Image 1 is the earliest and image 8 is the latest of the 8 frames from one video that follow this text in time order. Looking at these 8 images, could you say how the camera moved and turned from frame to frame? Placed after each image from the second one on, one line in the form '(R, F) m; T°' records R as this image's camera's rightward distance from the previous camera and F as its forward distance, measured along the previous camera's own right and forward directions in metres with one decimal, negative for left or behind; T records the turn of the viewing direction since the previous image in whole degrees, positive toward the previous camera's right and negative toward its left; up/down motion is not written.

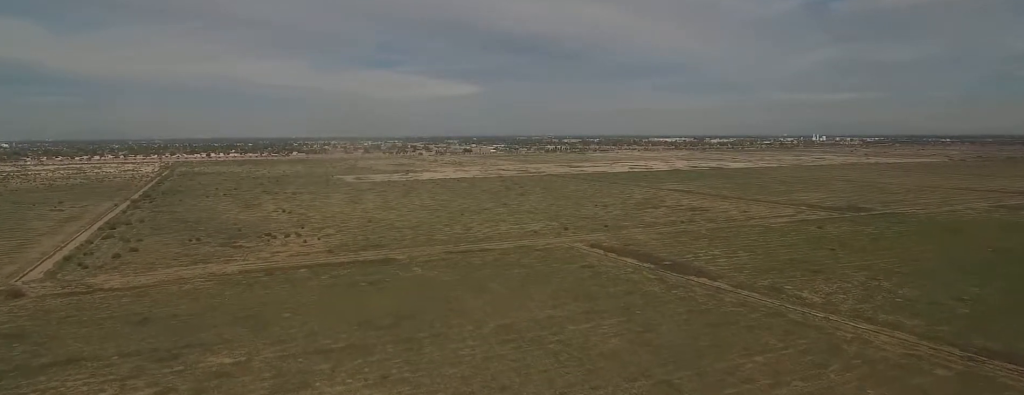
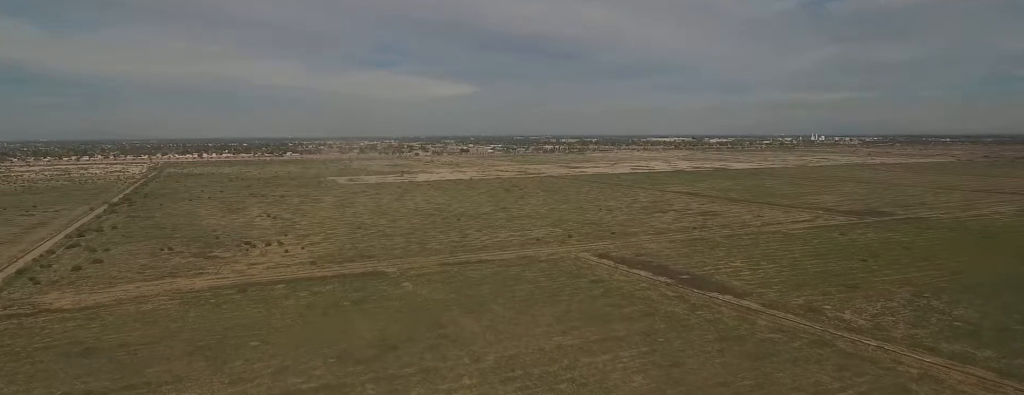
(-0.2, +23.4) m; -1°
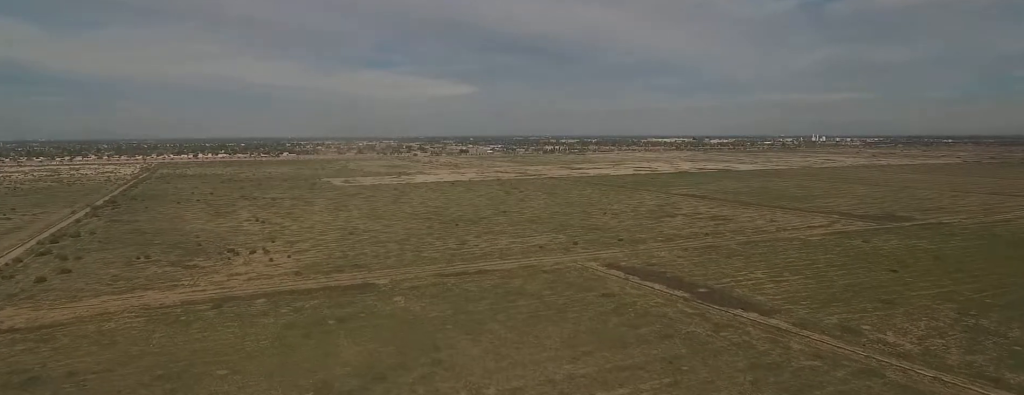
(-0.1, +17.9) m; 0°
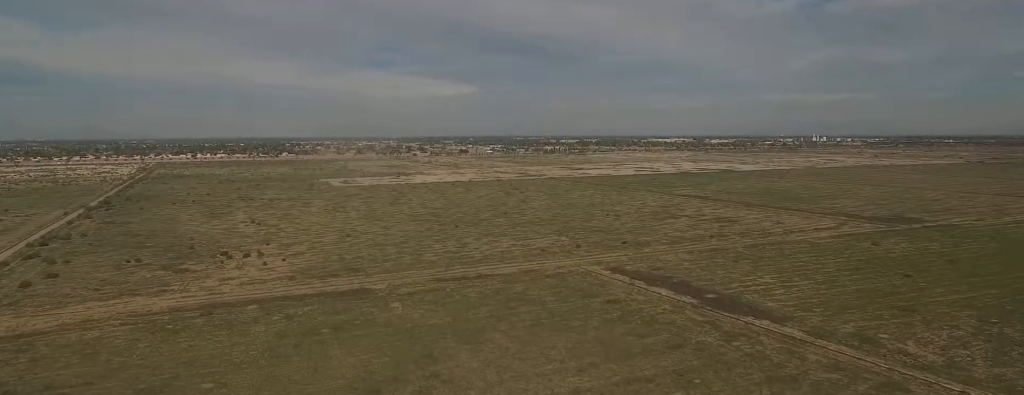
(0.0, +7.1) m; 0°
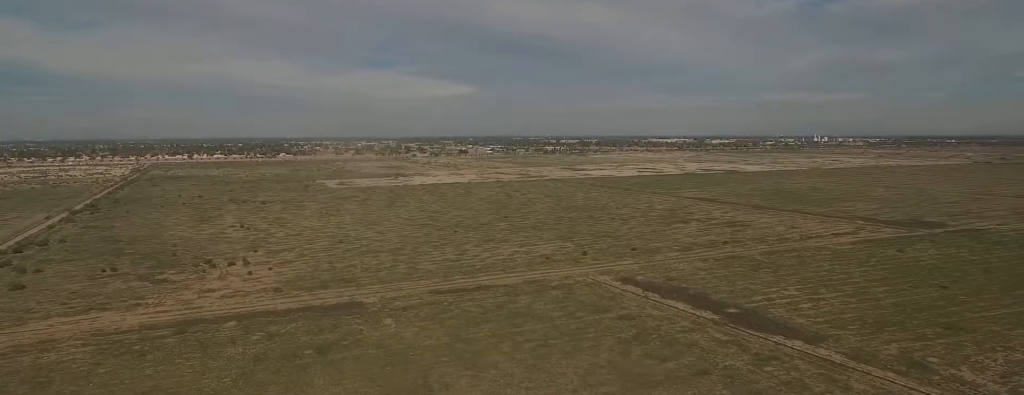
(0.0, +15.7) m; 0°
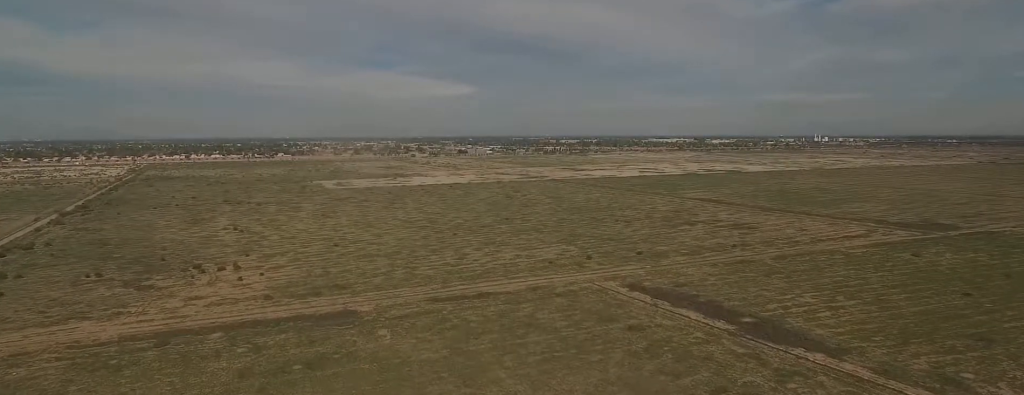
(0.0, +9.2) m; 0°
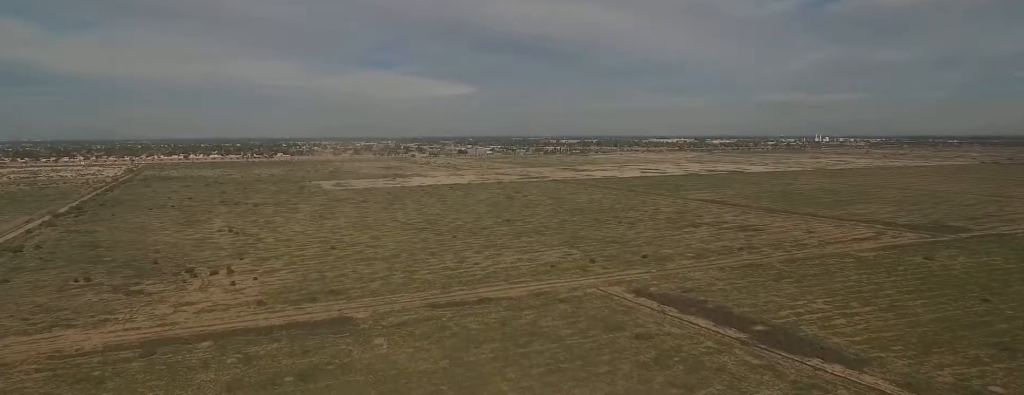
(0.0, +6.5) m; 0°
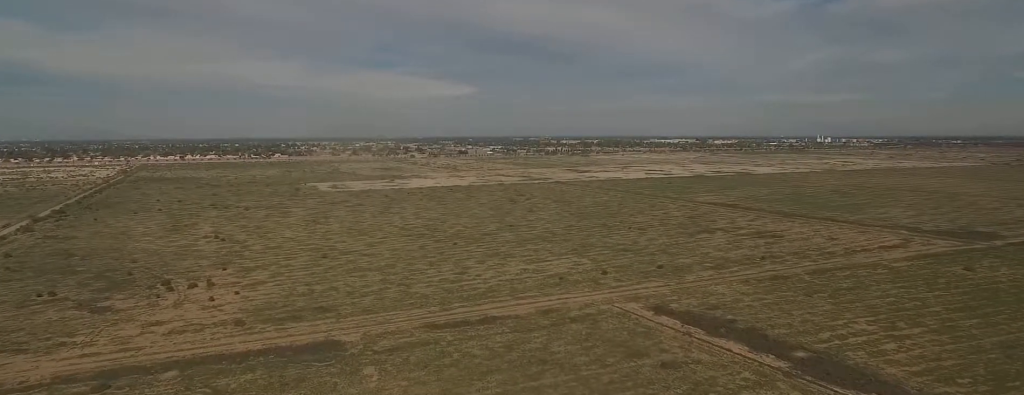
(0.0, +18.3) m; 0°
